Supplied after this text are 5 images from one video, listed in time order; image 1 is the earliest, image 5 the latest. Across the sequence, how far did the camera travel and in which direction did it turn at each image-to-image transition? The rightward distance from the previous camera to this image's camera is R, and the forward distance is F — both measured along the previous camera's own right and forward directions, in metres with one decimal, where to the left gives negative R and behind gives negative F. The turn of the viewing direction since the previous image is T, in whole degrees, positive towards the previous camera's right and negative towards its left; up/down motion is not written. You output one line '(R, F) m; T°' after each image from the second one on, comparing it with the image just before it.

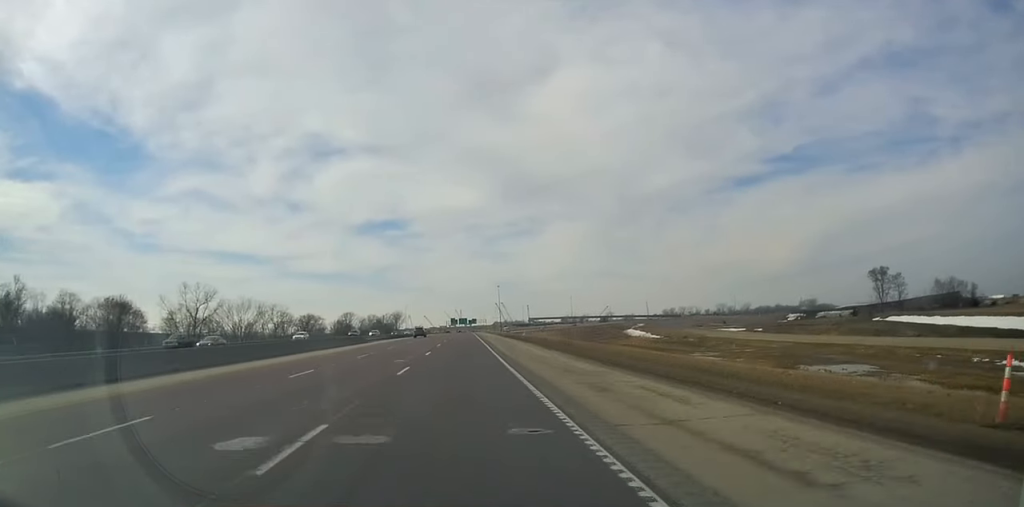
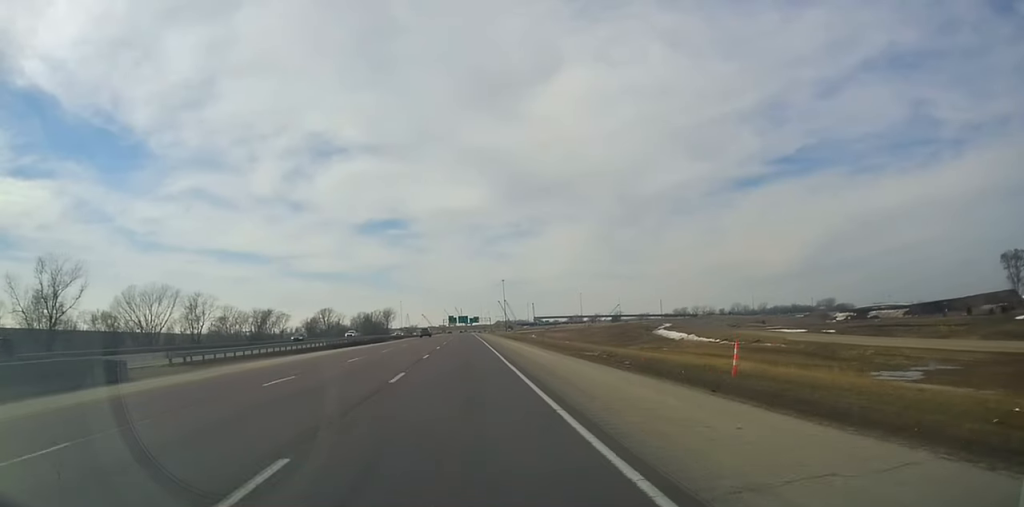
(+0.1, +63.8) m; 0°
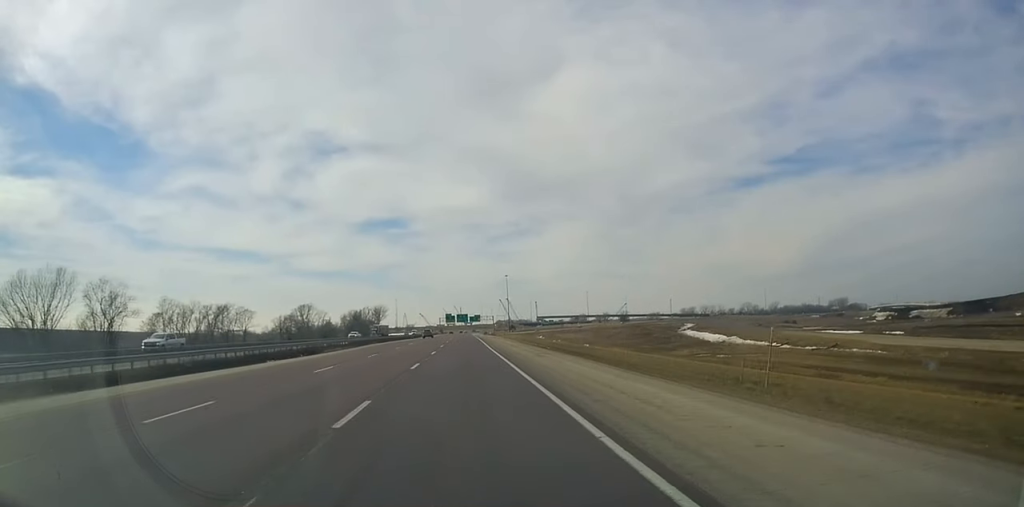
(+0.3, +43.2) m; 0°
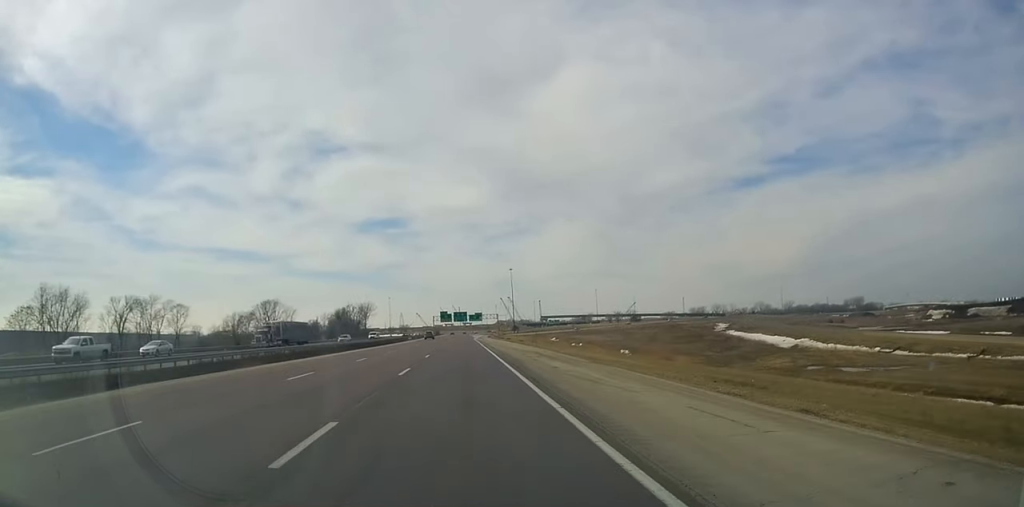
(-0.5, +51.8) m; -1°
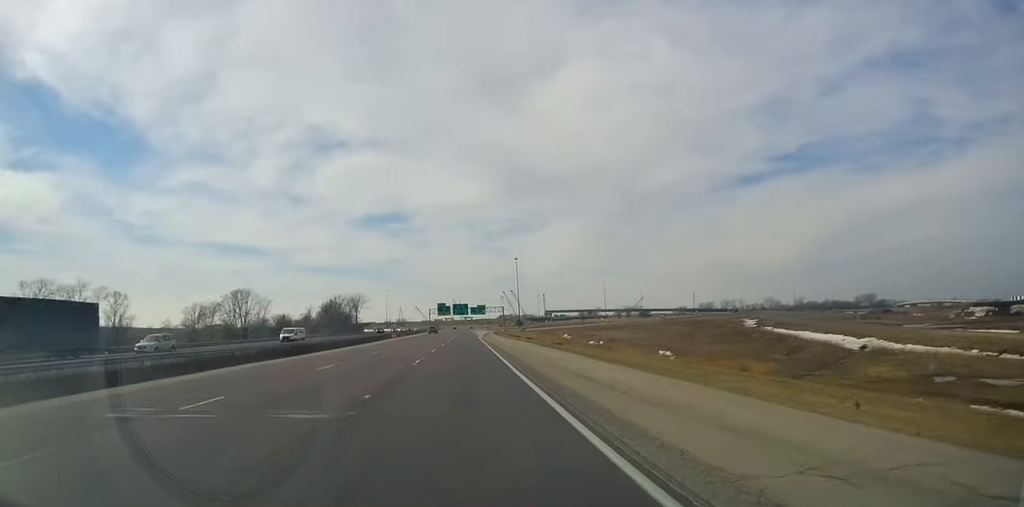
(+0.2, +32.5) m; +1°
